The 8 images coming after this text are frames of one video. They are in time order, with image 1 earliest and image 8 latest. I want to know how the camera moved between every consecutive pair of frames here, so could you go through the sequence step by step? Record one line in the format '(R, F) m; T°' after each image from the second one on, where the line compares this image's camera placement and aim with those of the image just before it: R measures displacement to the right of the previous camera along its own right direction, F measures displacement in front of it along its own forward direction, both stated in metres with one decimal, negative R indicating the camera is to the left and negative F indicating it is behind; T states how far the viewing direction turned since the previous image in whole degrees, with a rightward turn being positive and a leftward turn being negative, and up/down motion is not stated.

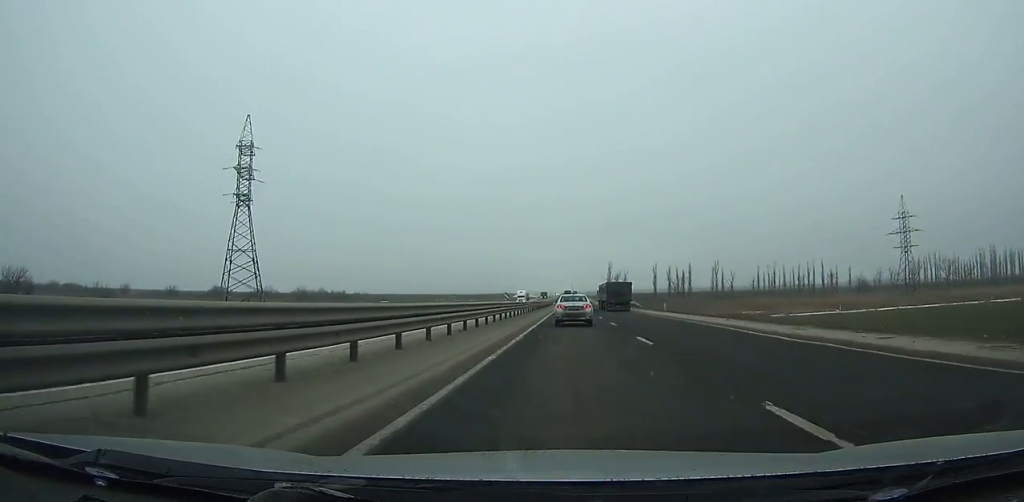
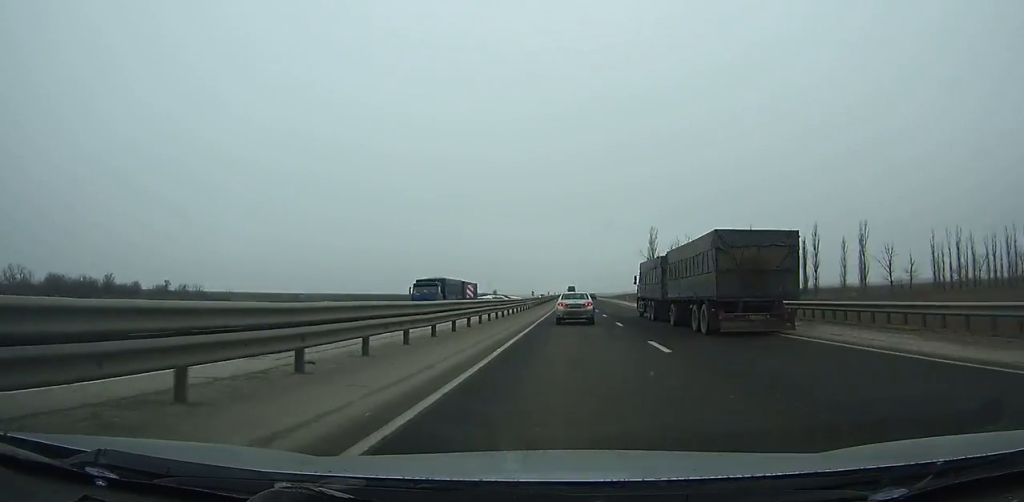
(0.0, +131.1) m; 0°
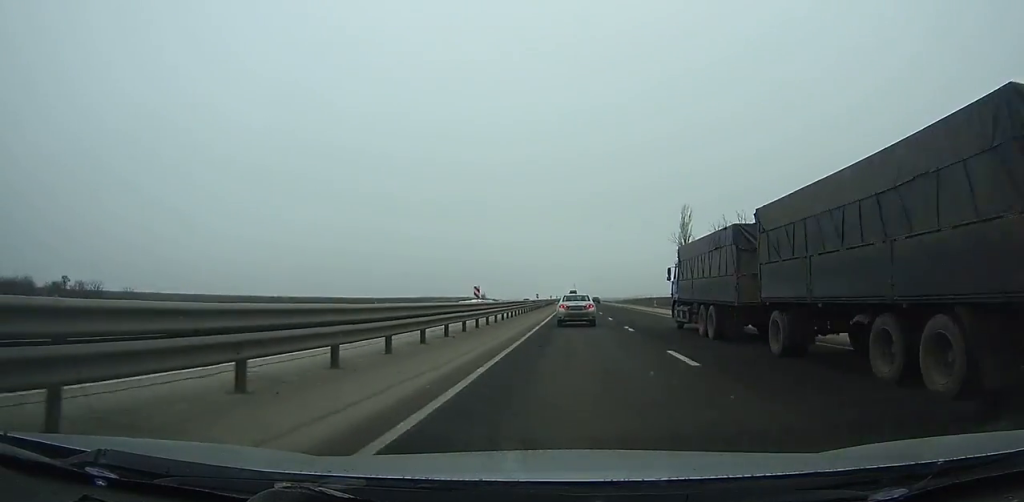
(0.0, +37.2) m; 0°
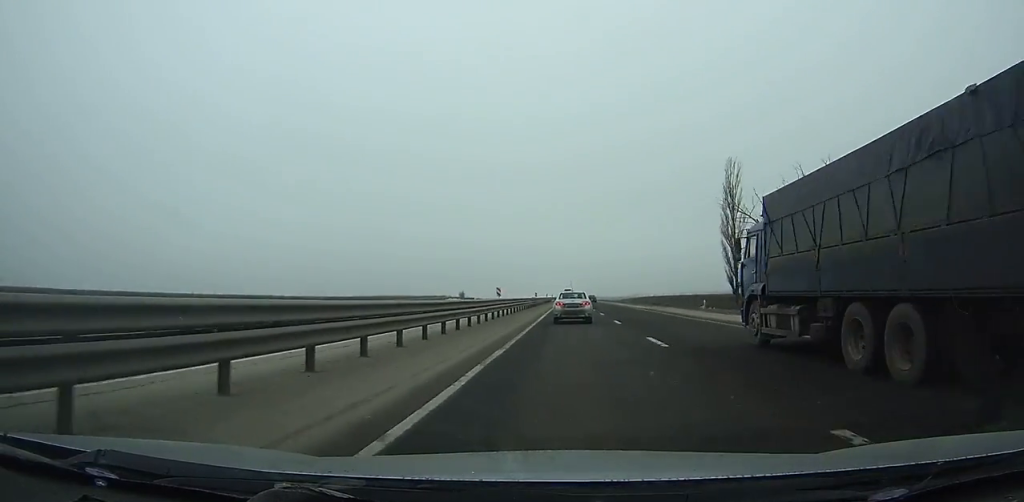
(-0.1, +31.9) m; 0°
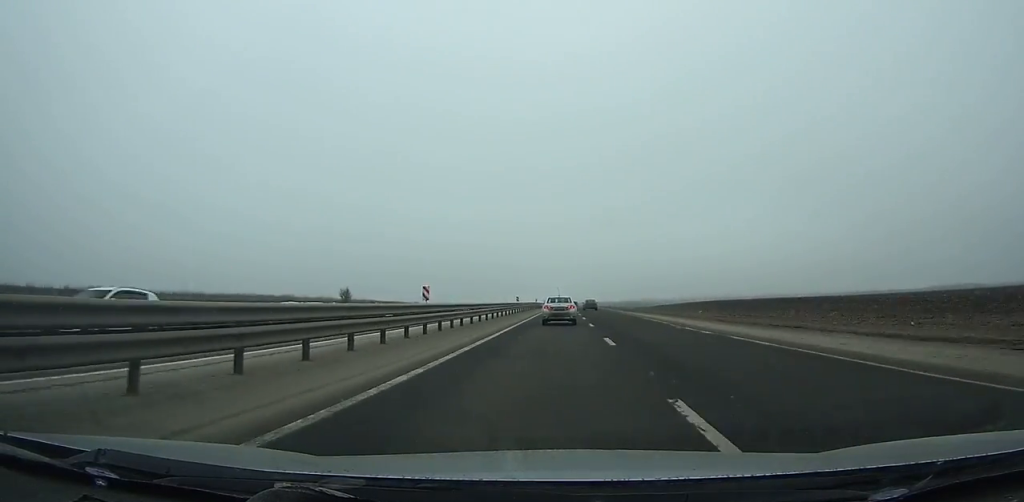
(+0.3, +92.1) m; 0°
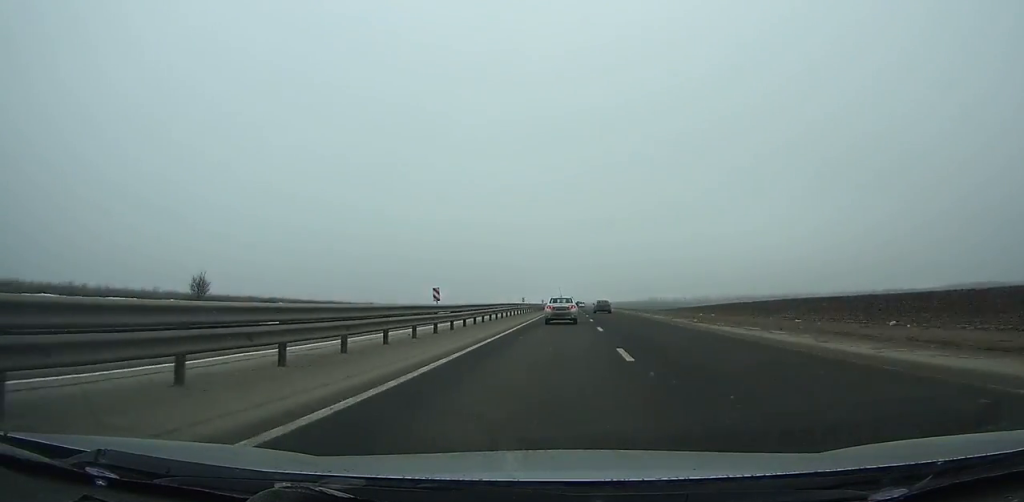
(-0.2, +39.4) m; 0°
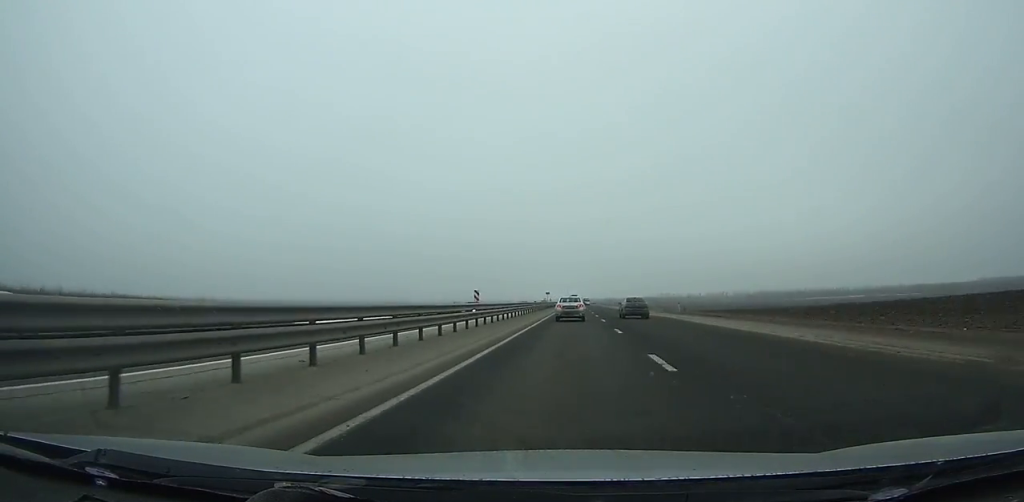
(-0.1, +73.6) m; 0°
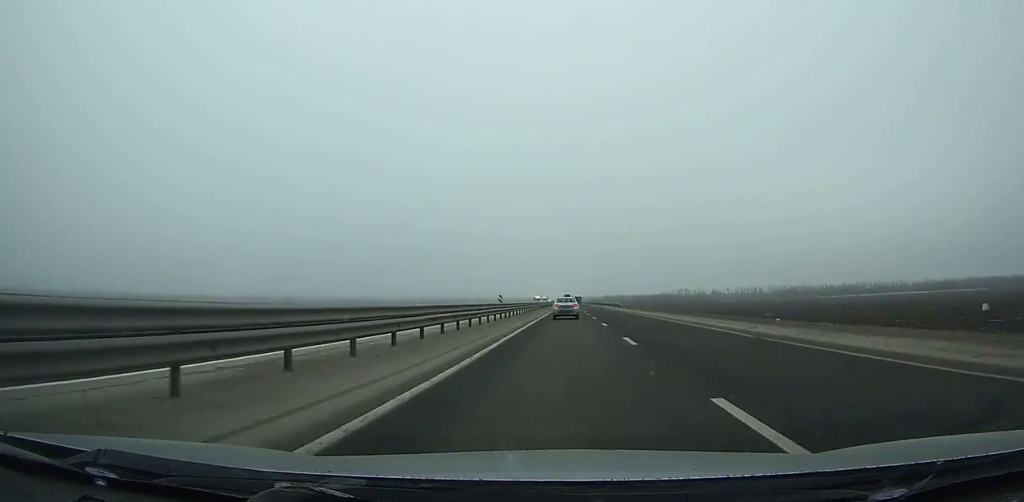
(-13.2, +144.6) m; -5°
